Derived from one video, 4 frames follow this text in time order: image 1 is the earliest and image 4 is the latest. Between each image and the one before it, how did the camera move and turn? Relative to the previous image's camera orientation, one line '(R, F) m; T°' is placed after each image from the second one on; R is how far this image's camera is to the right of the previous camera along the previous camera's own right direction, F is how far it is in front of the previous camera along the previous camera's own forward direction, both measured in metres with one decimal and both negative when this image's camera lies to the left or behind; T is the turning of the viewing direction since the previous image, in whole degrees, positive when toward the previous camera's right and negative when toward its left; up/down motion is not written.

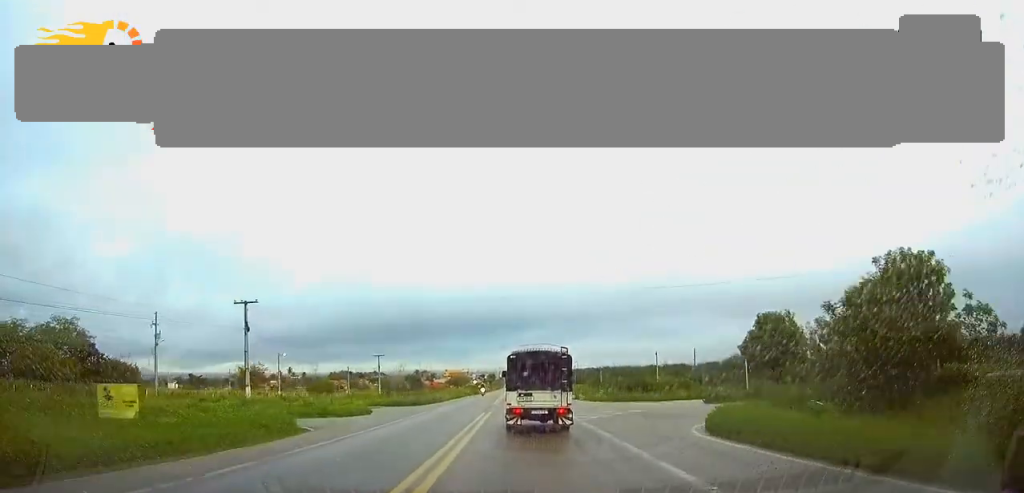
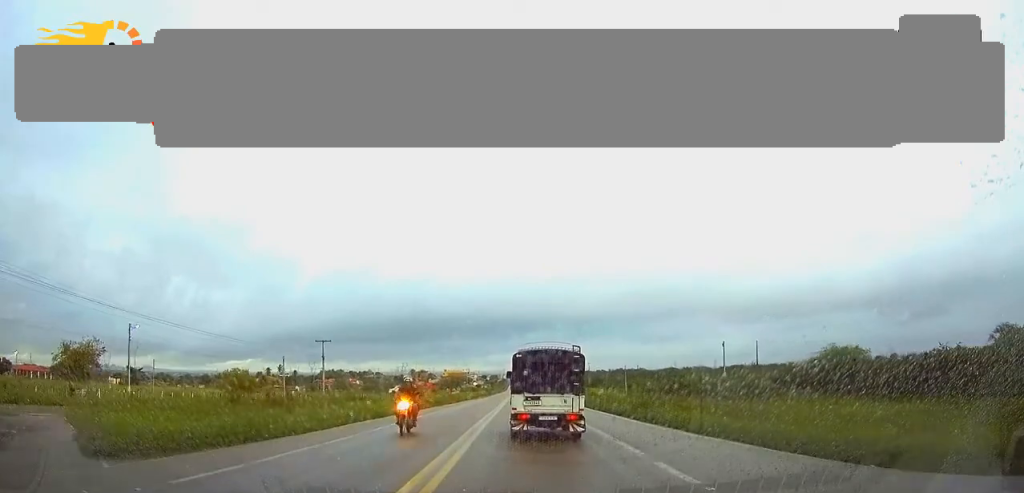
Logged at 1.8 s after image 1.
(-0.3, +46.9) m; -1°
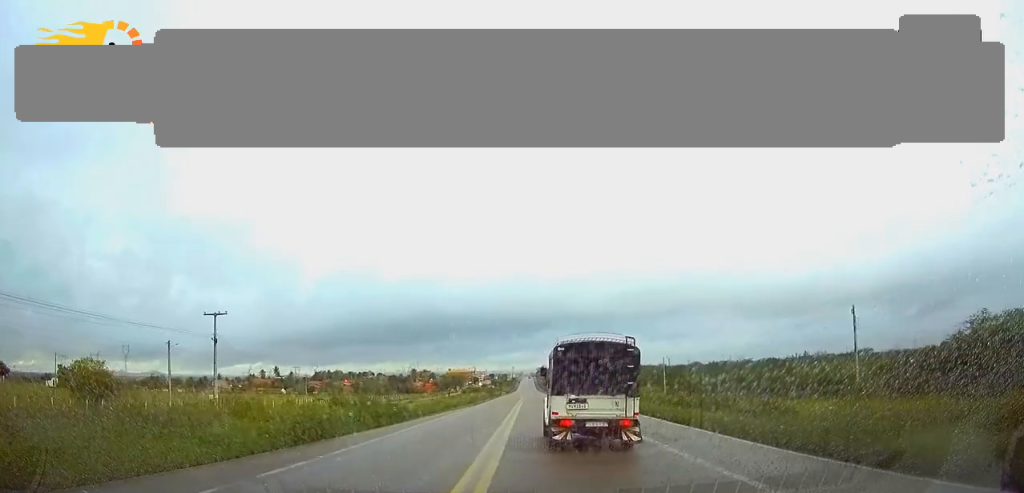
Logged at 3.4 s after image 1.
(-0.2, +41.4) m; -1°
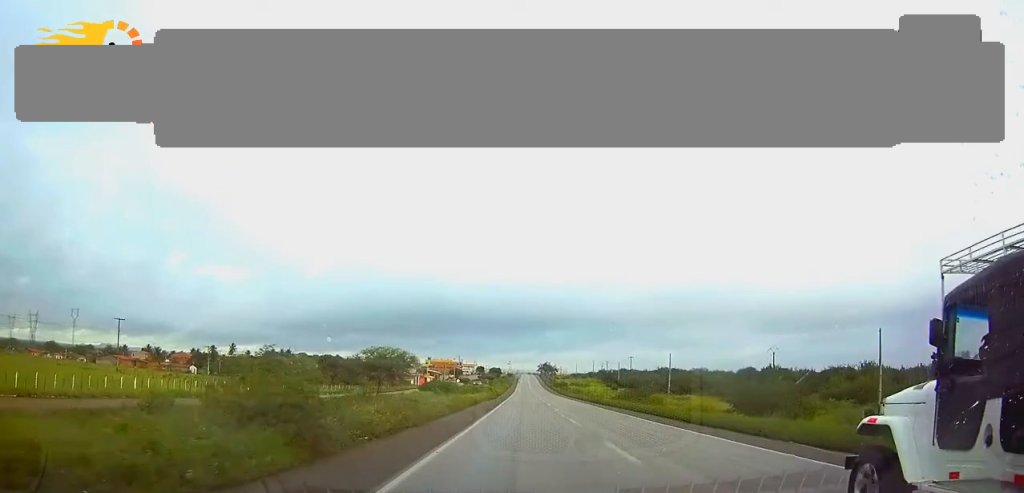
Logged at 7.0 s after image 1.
(-0.8, +102.4) m; 0°
